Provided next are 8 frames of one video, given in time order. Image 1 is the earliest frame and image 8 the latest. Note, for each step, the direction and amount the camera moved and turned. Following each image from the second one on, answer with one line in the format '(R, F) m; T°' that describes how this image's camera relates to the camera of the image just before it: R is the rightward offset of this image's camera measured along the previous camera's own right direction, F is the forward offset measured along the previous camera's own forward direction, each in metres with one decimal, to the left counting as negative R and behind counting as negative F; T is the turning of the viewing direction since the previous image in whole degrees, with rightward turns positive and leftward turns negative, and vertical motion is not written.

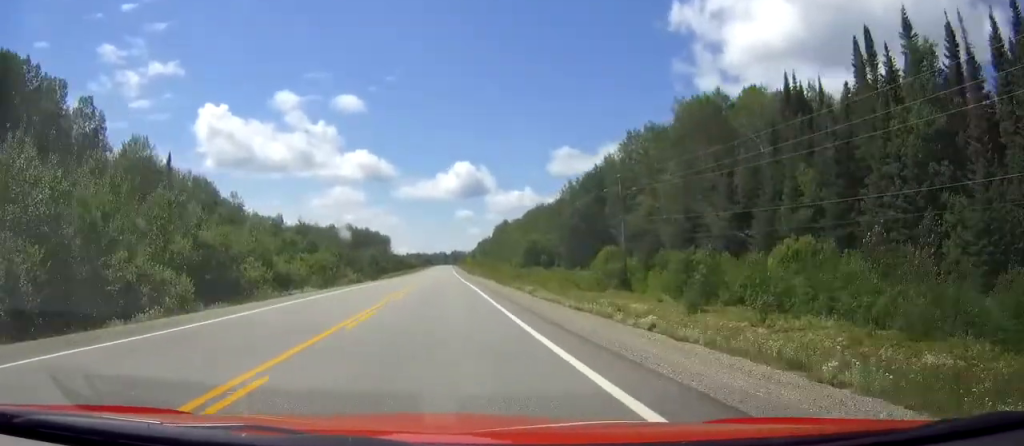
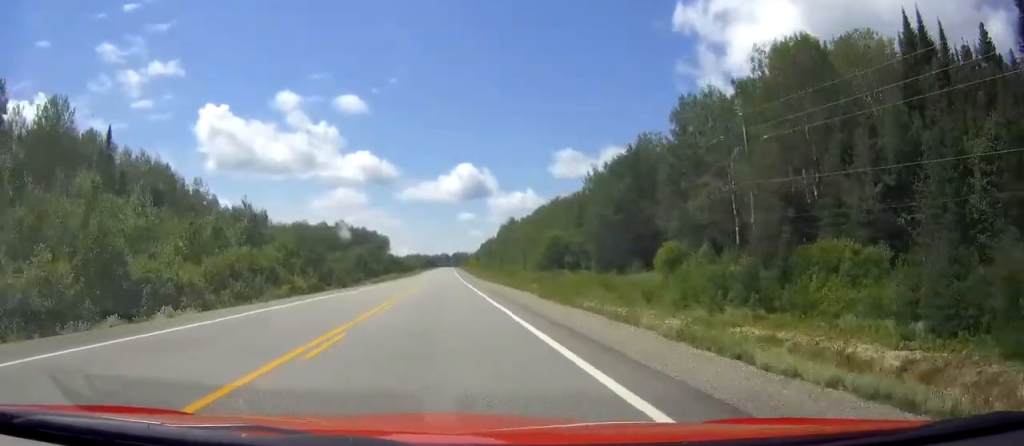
(0.0, +22.3) m; 0°
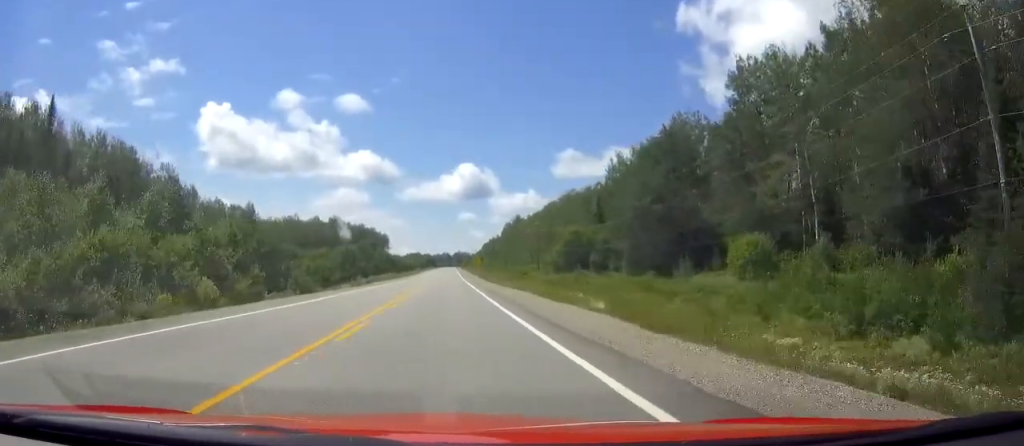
(0.0, +16.0) m; 0°
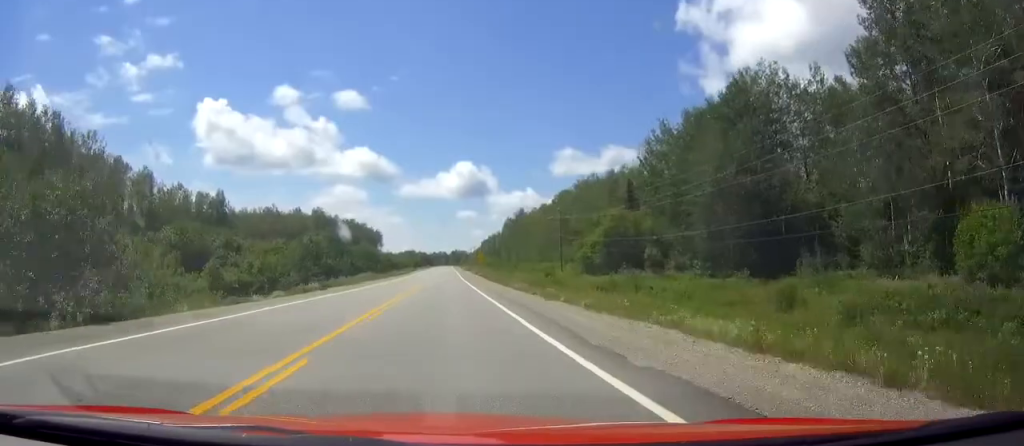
(-0.1, +23.5) m; 0°
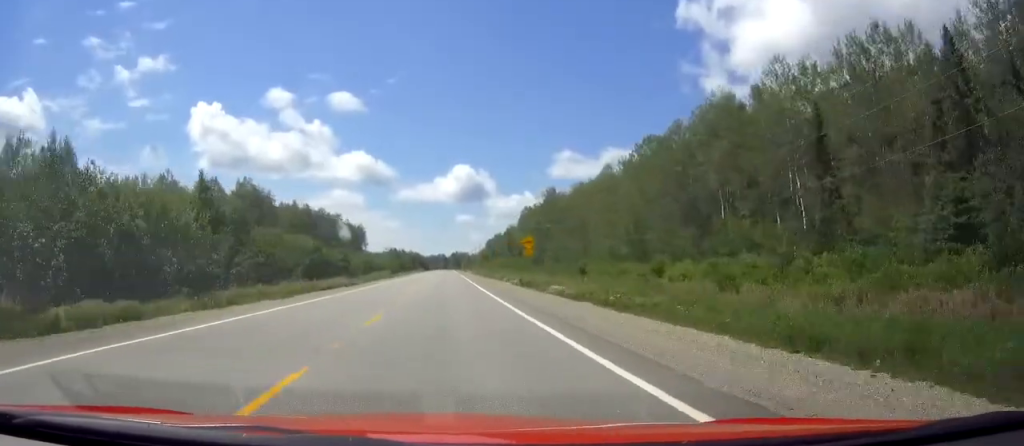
(+0.5, +73.3) m; 0°
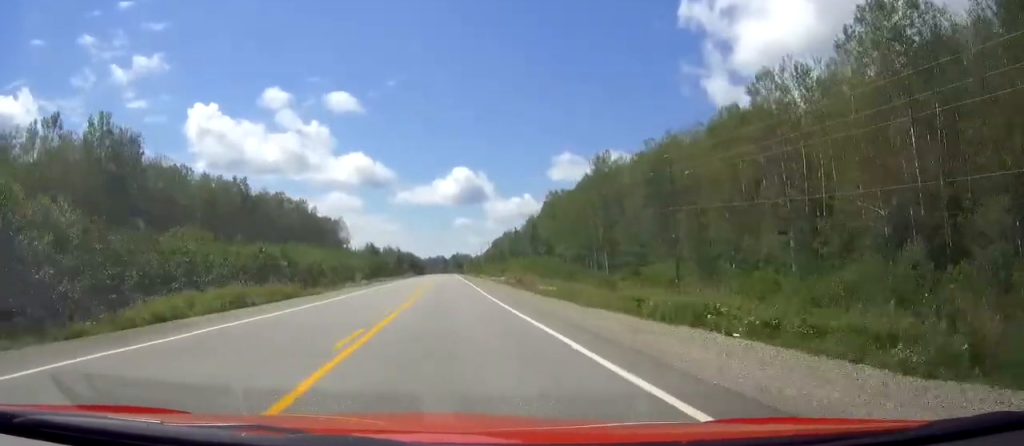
(-0.1, +57.6) m; 0°
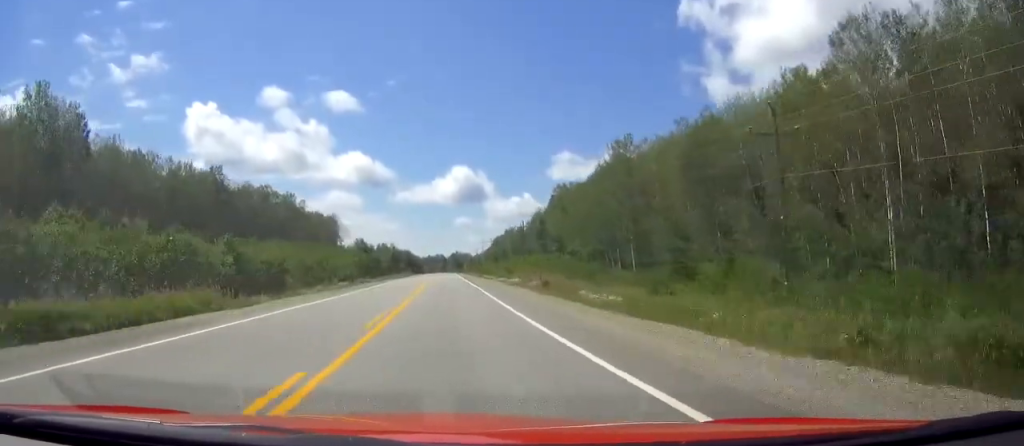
(0.0, +14.1) m; 0°
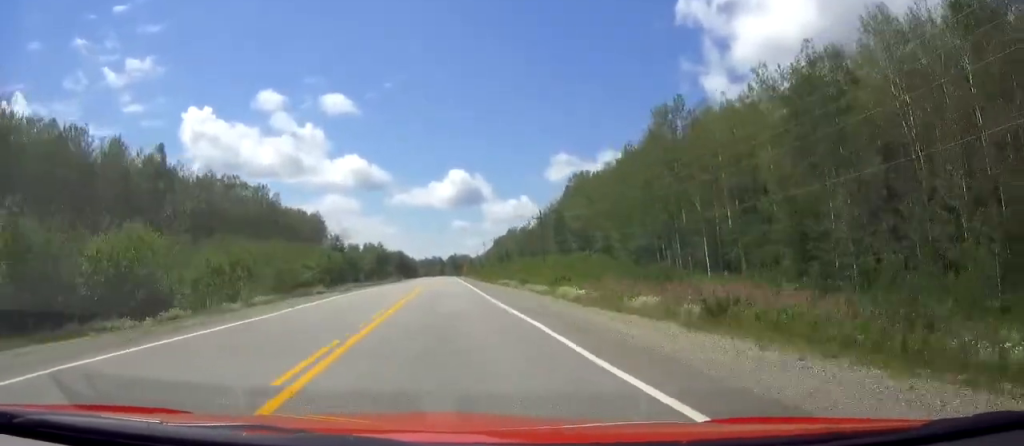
(0.0, +23.9) m; 0°
